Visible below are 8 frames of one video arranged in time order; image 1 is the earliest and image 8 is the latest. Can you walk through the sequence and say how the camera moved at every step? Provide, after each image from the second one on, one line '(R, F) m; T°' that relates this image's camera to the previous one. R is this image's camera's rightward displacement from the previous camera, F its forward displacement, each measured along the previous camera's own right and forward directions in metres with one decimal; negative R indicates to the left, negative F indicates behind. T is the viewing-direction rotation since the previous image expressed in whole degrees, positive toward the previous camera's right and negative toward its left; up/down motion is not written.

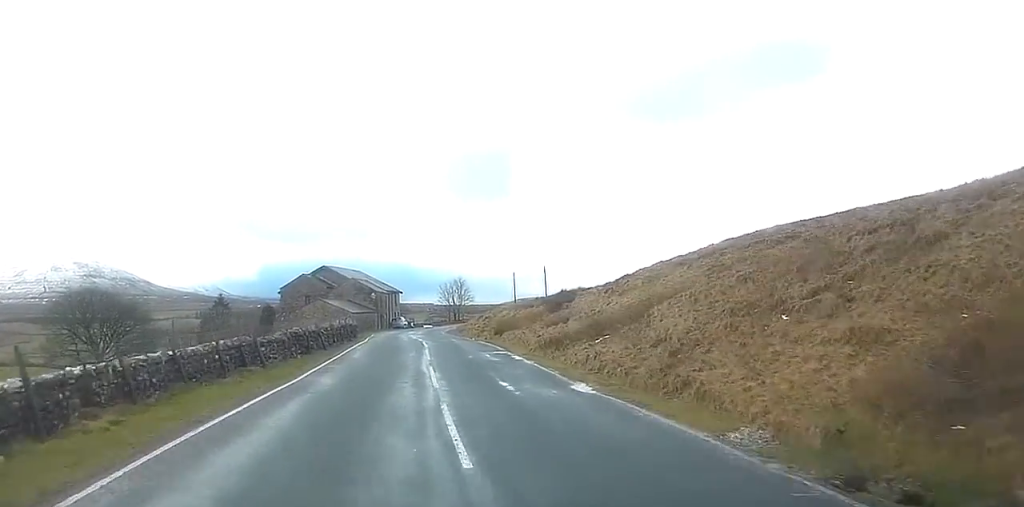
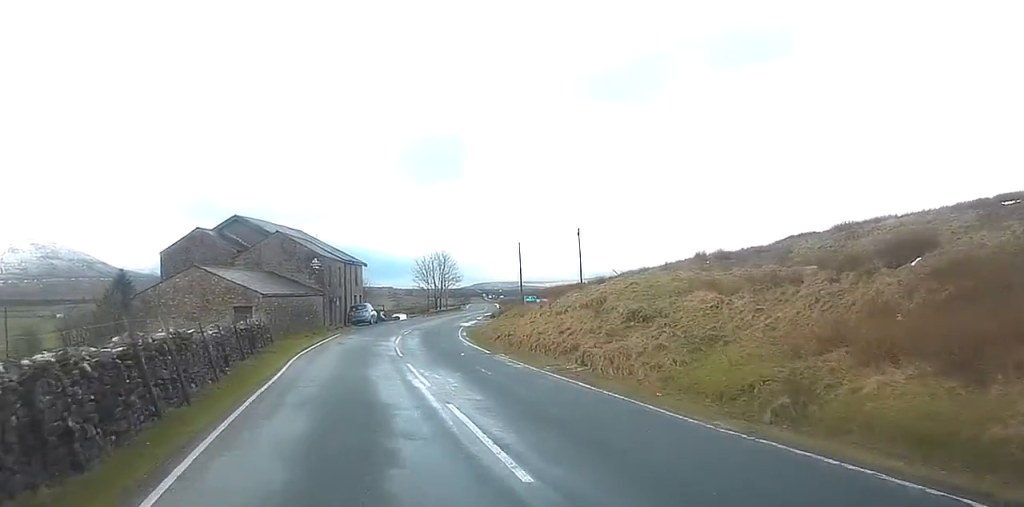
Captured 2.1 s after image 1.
(+3.4, +46.4) m; +6°
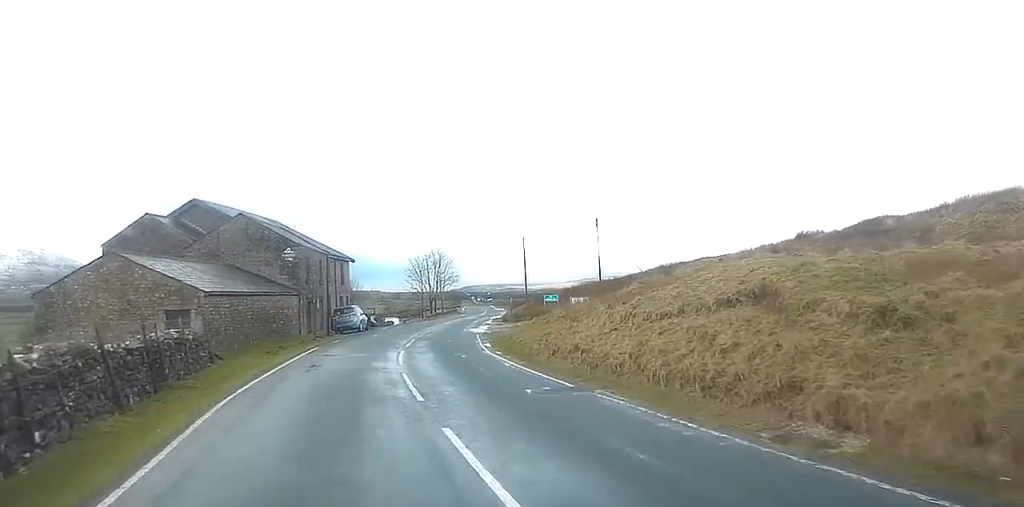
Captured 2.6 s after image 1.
(-0.1, +12.3) m; +1°
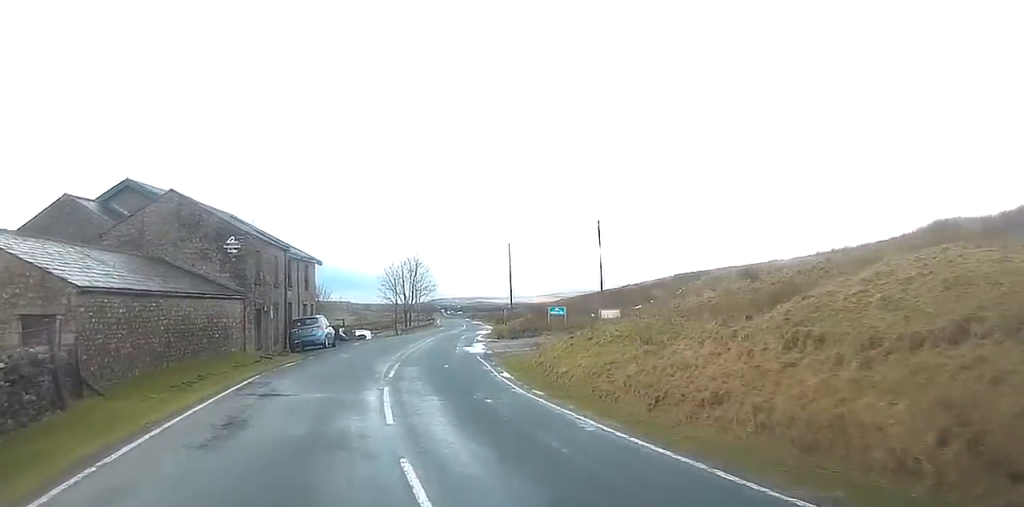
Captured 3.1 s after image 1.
(+0.2, +10.4) m; +1°
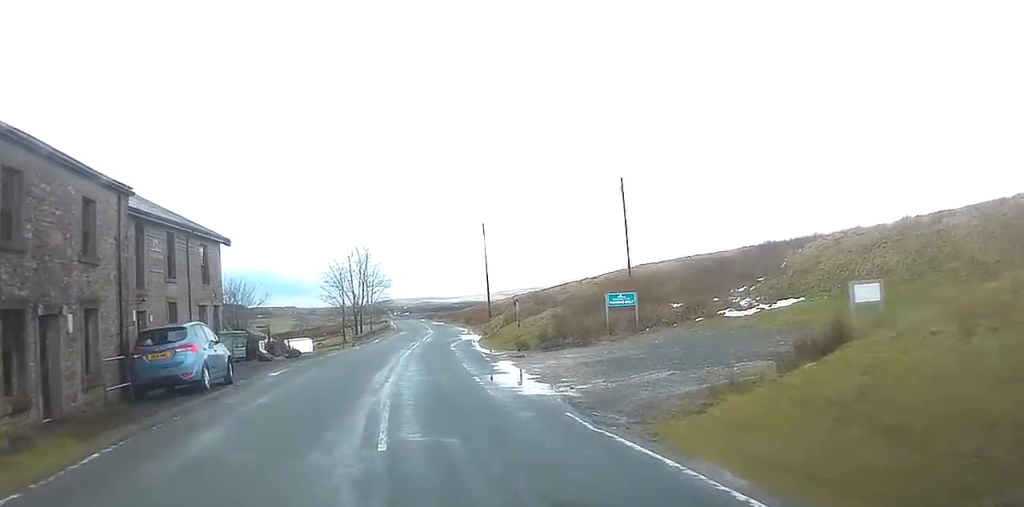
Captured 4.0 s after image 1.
(+0.5, +20.8) m; +3°
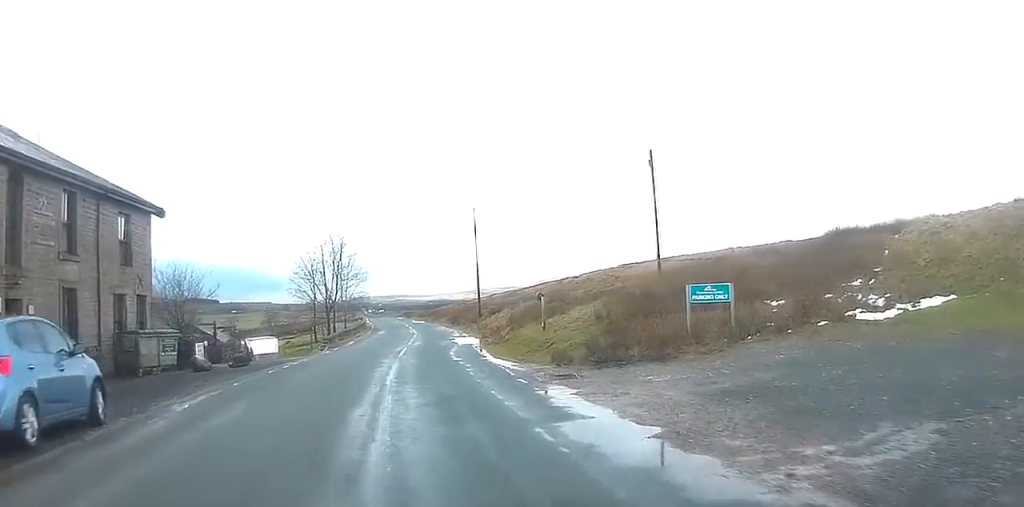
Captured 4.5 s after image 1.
(0.0, +9.3) m; +1°
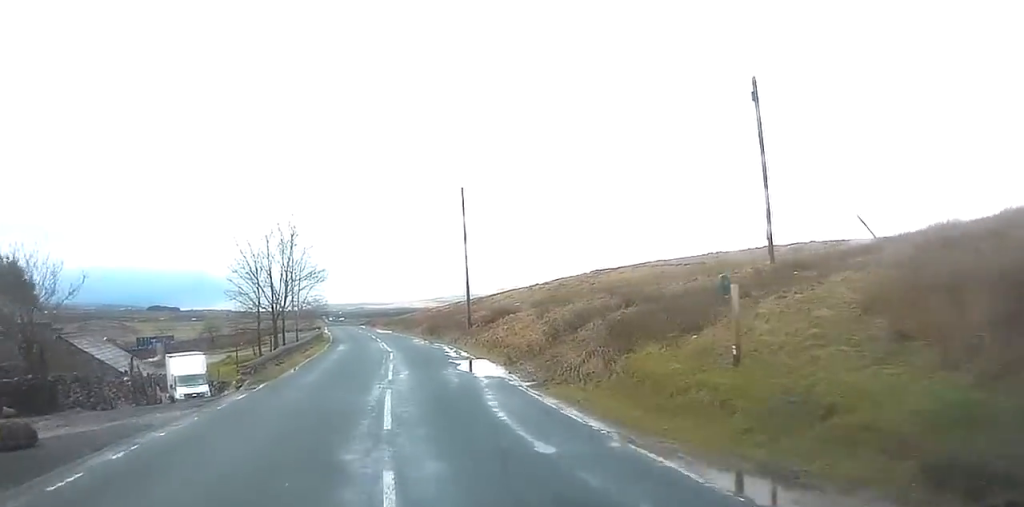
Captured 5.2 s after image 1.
(+0.4, +15.8) m; +2°
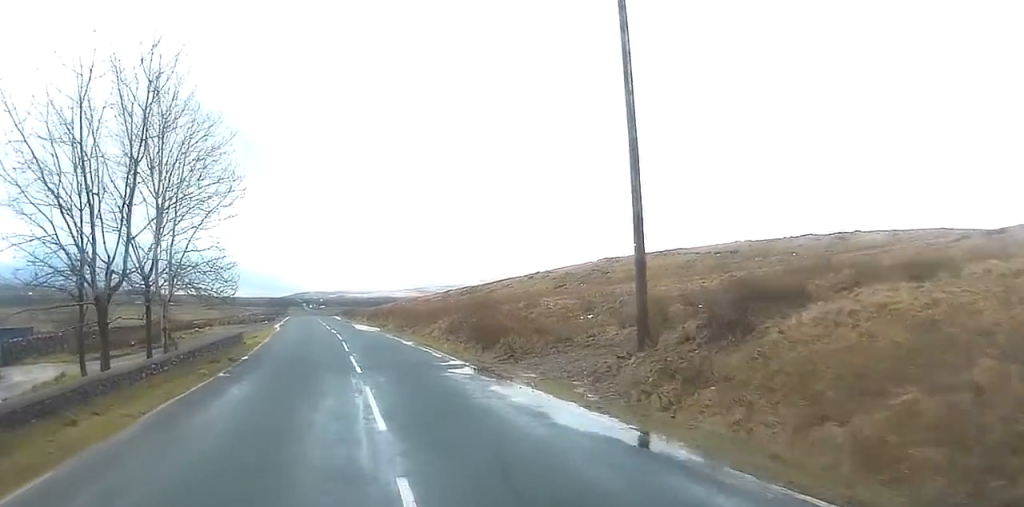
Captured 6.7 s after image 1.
(+0.7, +36.6) m; +1°
